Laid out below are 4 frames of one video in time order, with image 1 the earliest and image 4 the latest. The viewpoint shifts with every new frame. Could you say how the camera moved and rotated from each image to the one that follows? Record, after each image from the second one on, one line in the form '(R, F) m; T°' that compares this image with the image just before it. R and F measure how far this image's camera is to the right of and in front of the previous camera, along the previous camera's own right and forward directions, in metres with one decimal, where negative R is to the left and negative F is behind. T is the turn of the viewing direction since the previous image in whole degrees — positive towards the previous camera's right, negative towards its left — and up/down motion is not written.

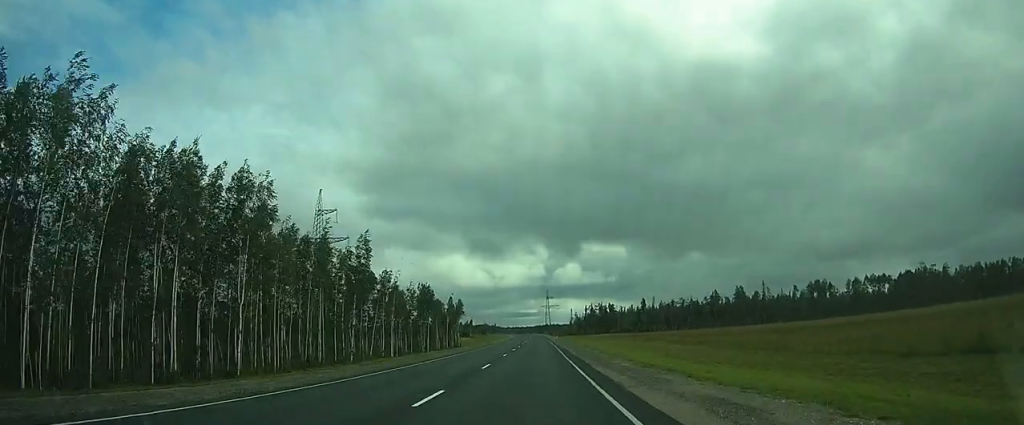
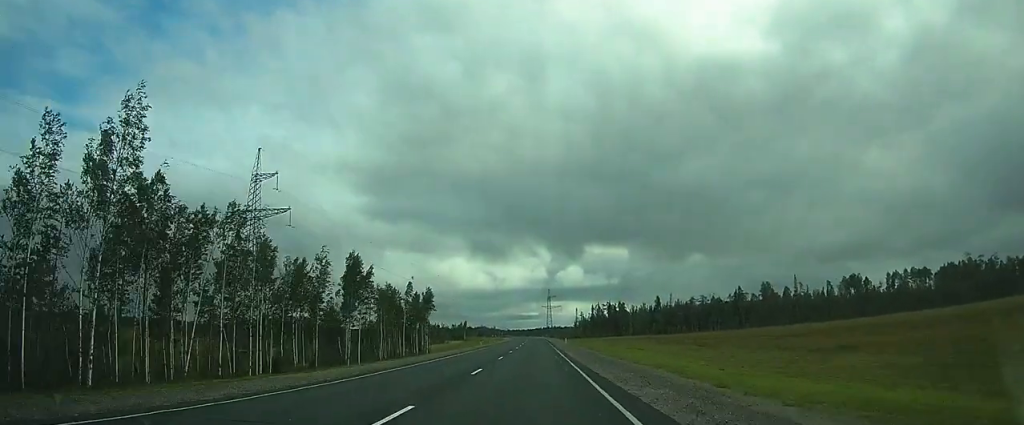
(-0.2, +39.9) m; -1°
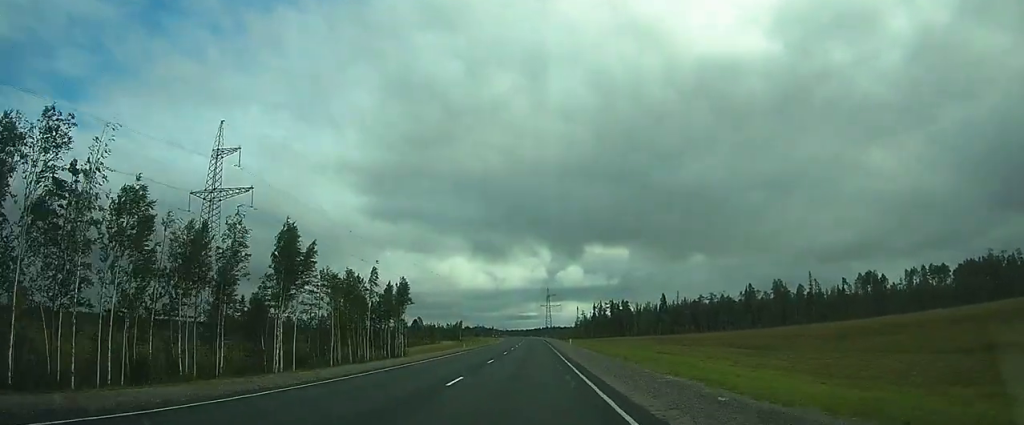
(-0.1, +18.0) m; +1°
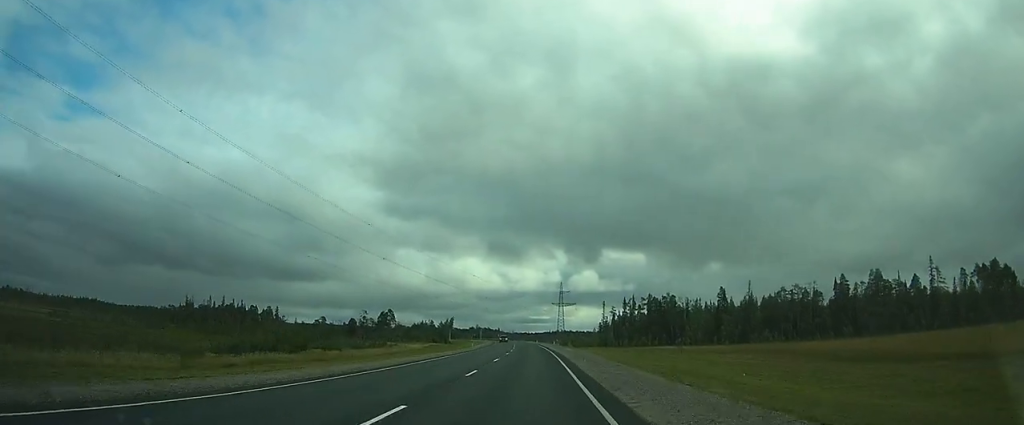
(+2.4, +94.4) m; +1°
